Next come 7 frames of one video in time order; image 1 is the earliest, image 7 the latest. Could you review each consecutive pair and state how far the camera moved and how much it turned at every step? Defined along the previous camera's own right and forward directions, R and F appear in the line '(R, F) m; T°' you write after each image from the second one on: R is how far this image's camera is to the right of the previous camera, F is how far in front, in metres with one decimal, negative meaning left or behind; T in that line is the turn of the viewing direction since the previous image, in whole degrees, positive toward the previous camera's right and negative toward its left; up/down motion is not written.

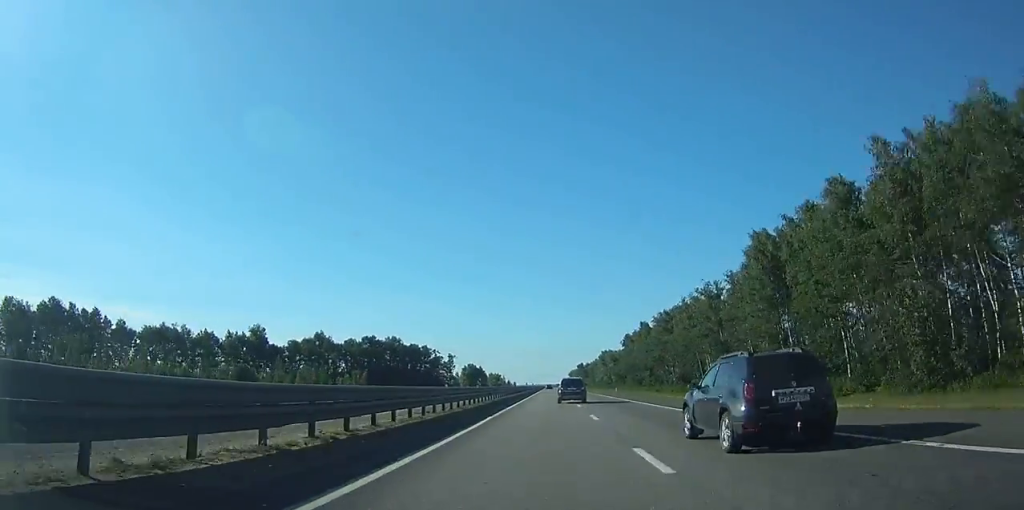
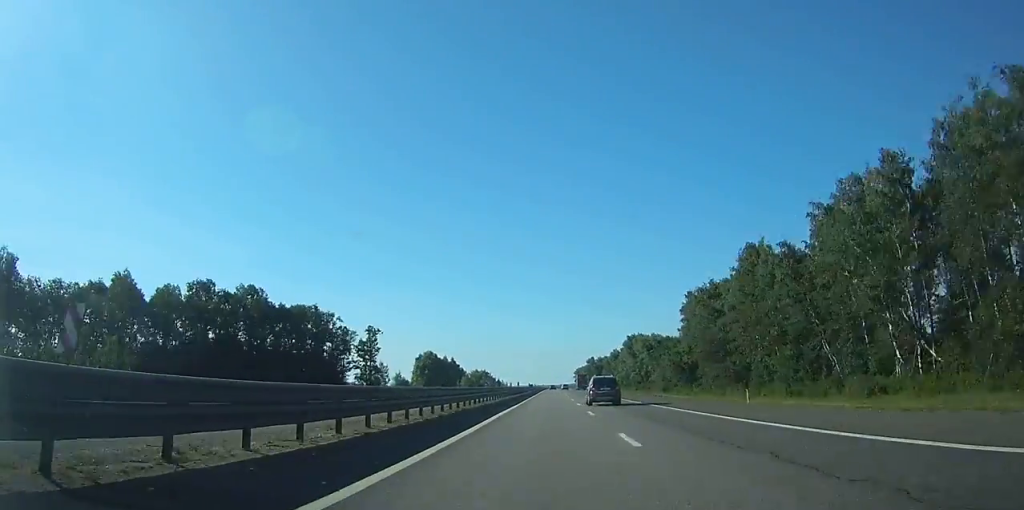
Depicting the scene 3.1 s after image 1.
(-0.1, +104.7) m; 0°
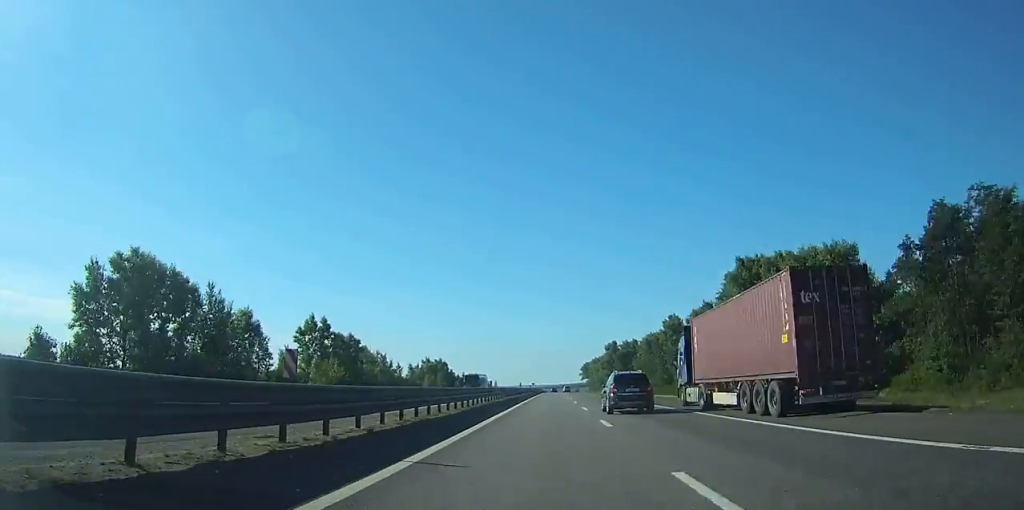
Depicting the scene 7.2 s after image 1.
(-0.2, +135.5) m; 0°
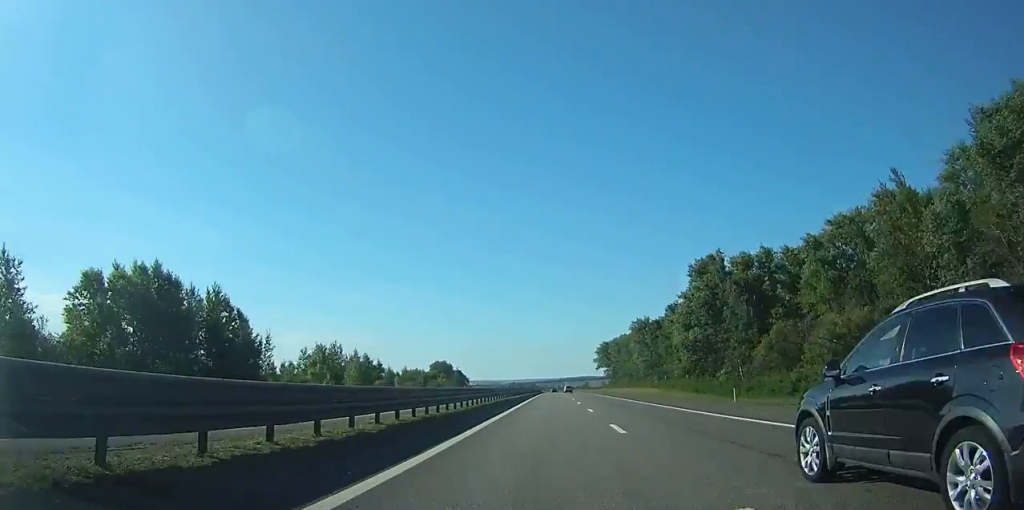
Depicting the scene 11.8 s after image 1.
(-0.2, +151.9) m; 0°
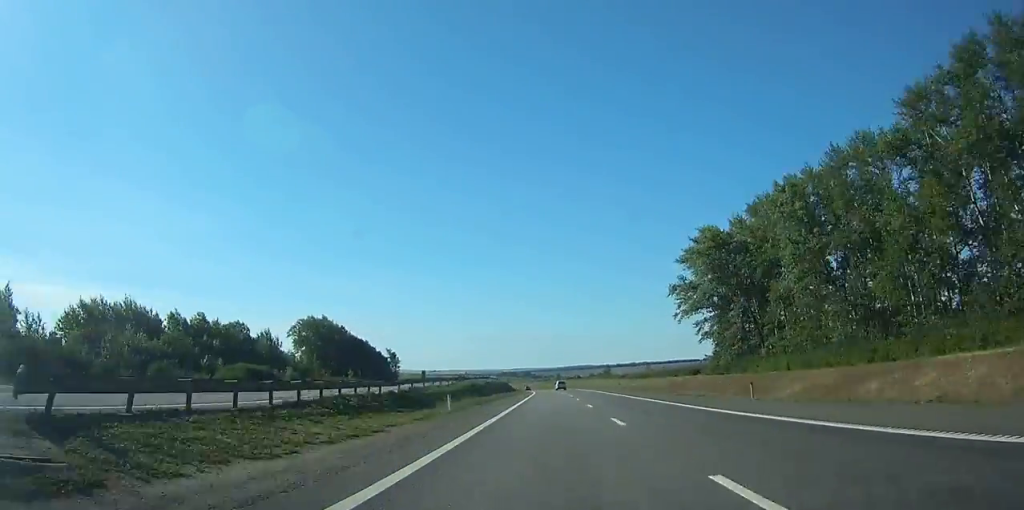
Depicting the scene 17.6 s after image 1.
(0.0, +201.2) m; -1°
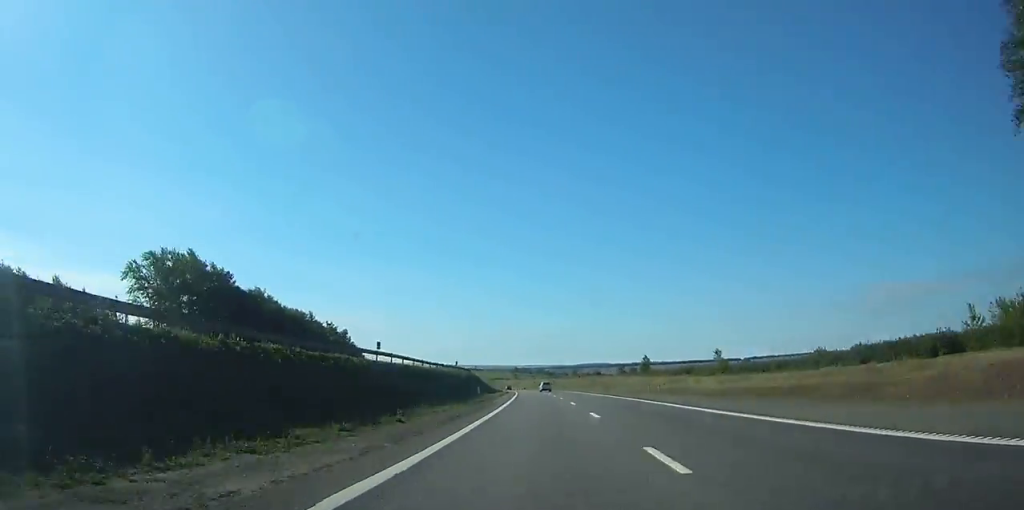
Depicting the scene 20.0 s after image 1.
(+0.1, +80.8) m; -2°
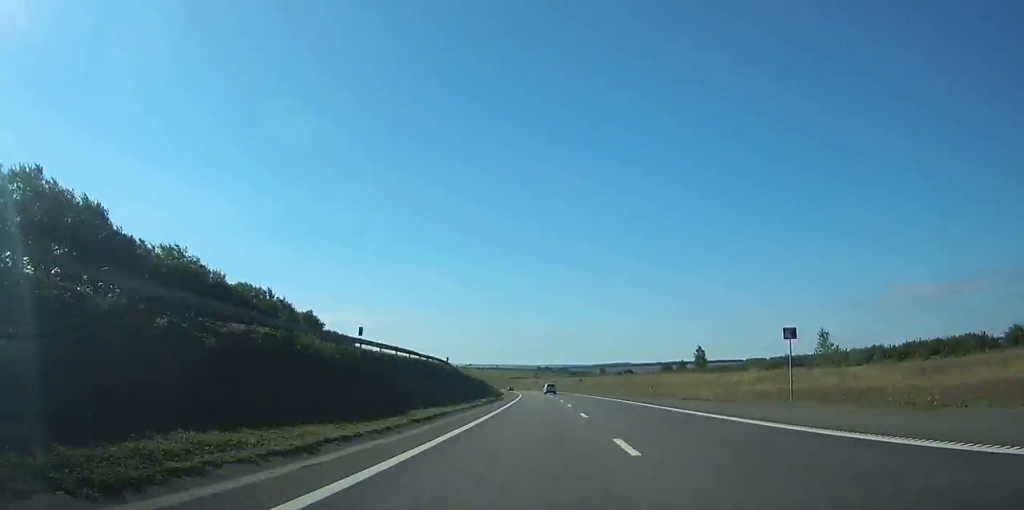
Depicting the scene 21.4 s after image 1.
(-1.1, +45.7) m; -2°
